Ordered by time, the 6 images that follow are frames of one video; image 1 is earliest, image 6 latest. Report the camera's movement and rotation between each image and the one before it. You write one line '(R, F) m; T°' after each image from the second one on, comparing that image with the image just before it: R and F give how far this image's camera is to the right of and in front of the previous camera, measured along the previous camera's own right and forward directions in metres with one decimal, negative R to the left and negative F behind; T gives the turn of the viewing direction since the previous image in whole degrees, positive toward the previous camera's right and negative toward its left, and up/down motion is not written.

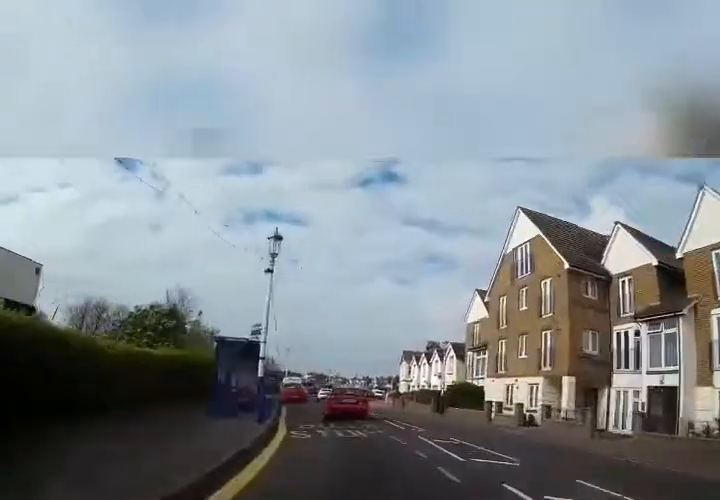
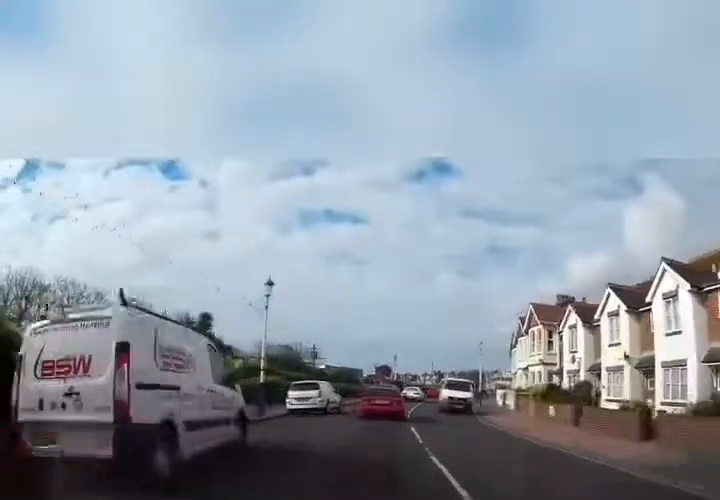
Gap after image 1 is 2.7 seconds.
(-2.7, +32.3) m; -6°
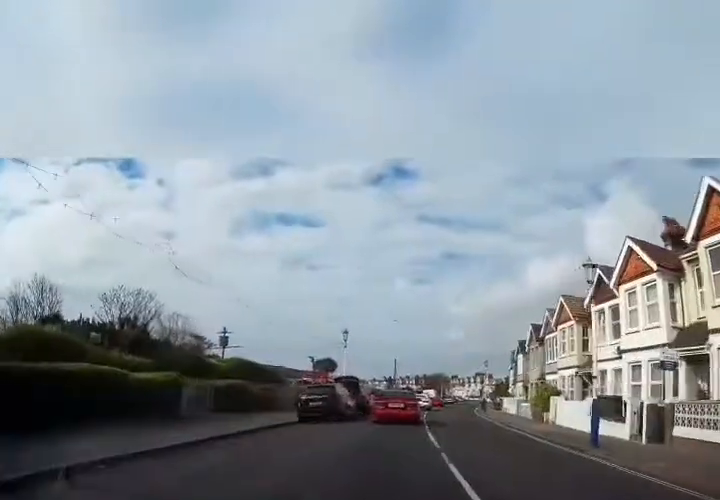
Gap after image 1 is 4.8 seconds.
(+0.5, +24.5) m; +4°
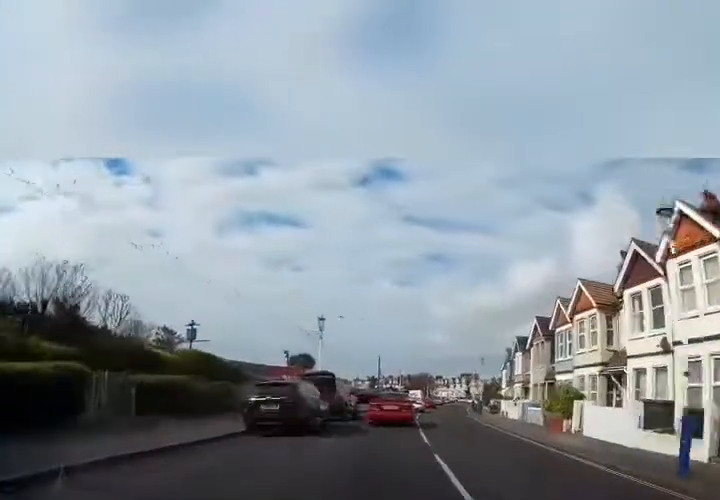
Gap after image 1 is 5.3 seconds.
(+0.2, +4.7) m; +2°
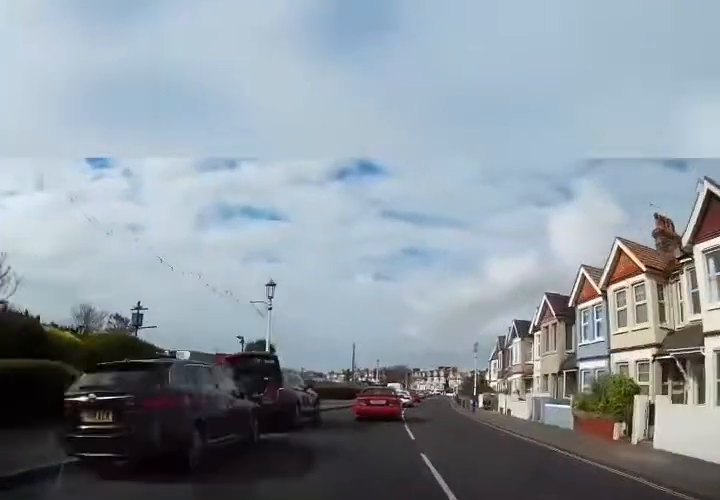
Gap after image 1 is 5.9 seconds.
(+0.1, +6.5) m; +3°
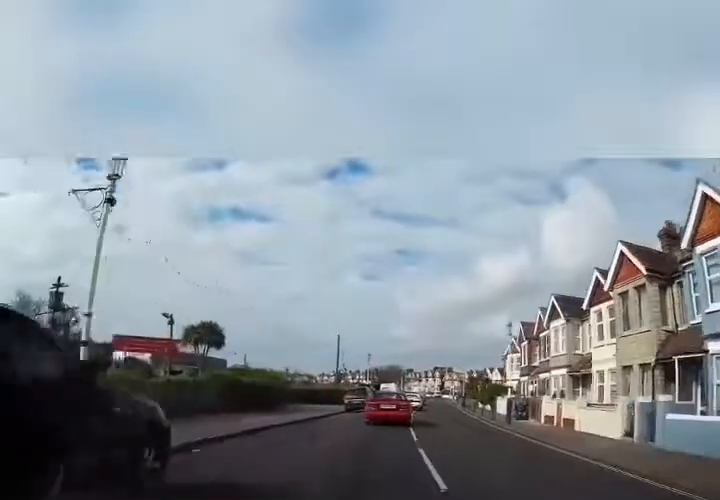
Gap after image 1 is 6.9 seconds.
(+0.4, +10.5) m; +4°
